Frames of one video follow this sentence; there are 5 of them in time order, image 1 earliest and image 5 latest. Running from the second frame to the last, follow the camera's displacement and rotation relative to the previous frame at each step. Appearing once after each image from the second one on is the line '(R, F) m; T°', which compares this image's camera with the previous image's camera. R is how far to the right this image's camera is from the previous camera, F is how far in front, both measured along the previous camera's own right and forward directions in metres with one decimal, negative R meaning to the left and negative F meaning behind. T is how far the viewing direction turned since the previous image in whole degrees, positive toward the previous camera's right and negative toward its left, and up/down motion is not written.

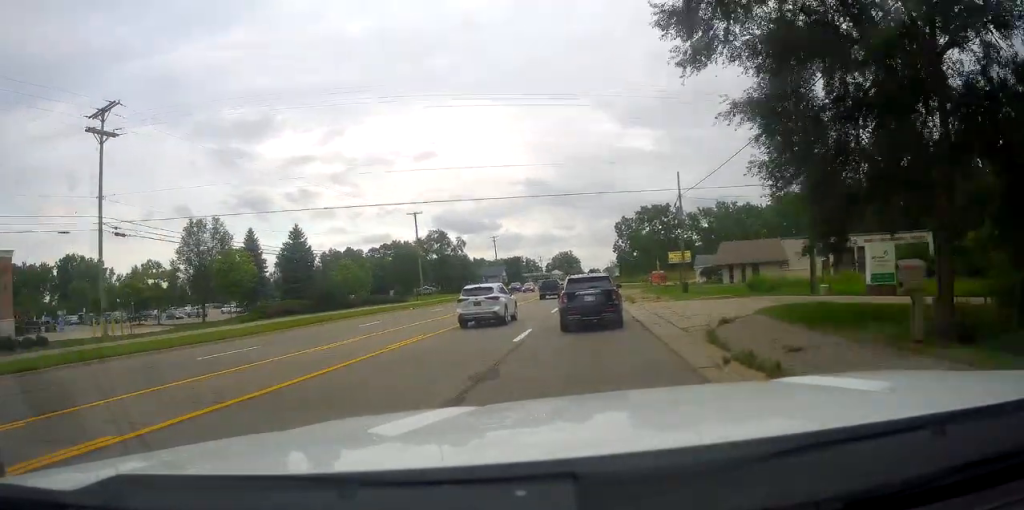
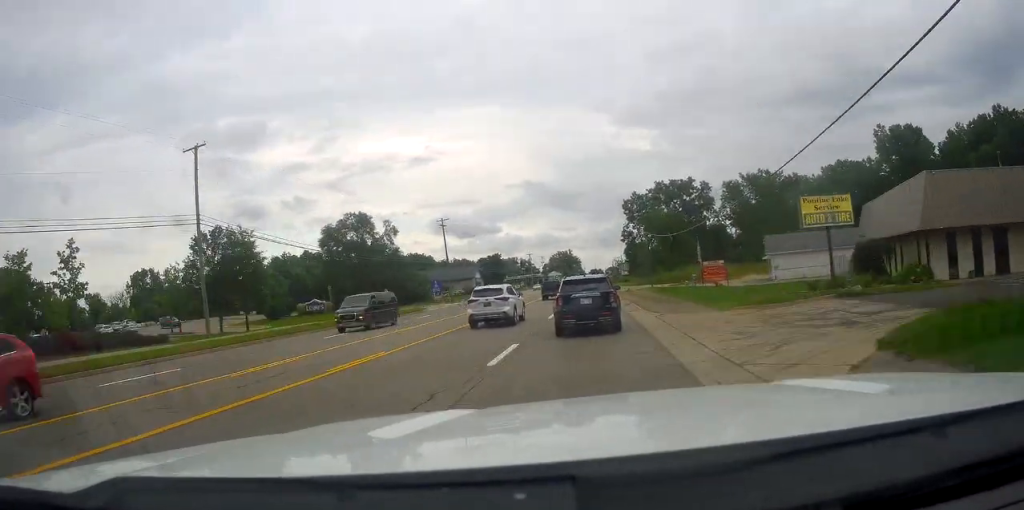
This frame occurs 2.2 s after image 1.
(-1.4, +50.7) m; -1°
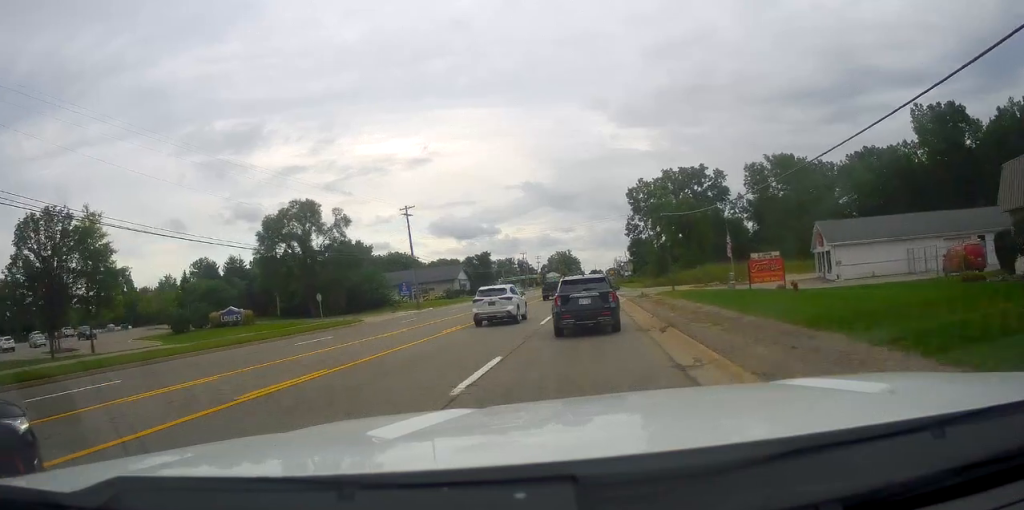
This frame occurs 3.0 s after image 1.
(+0.1, +18.8) m; 0°
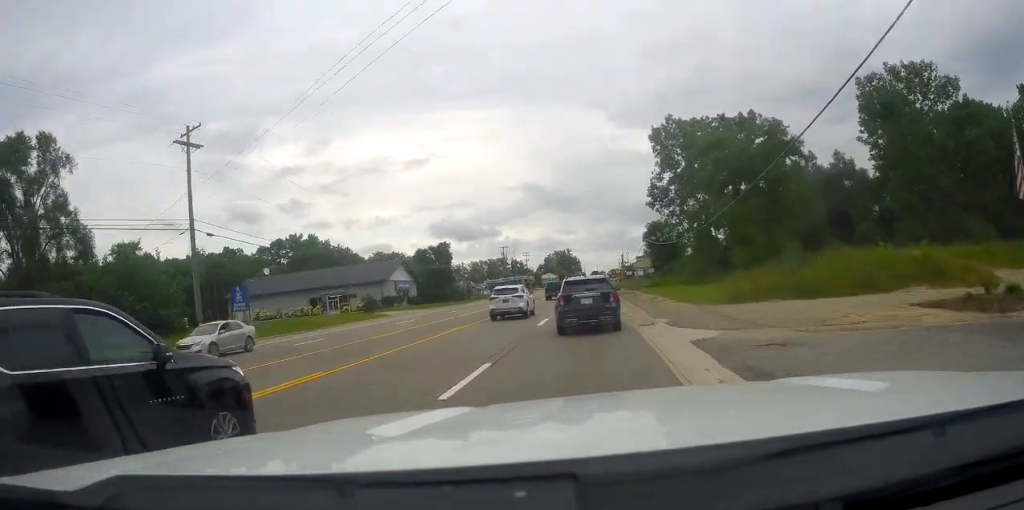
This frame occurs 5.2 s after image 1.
(+0.2, +46.1) m; +1°
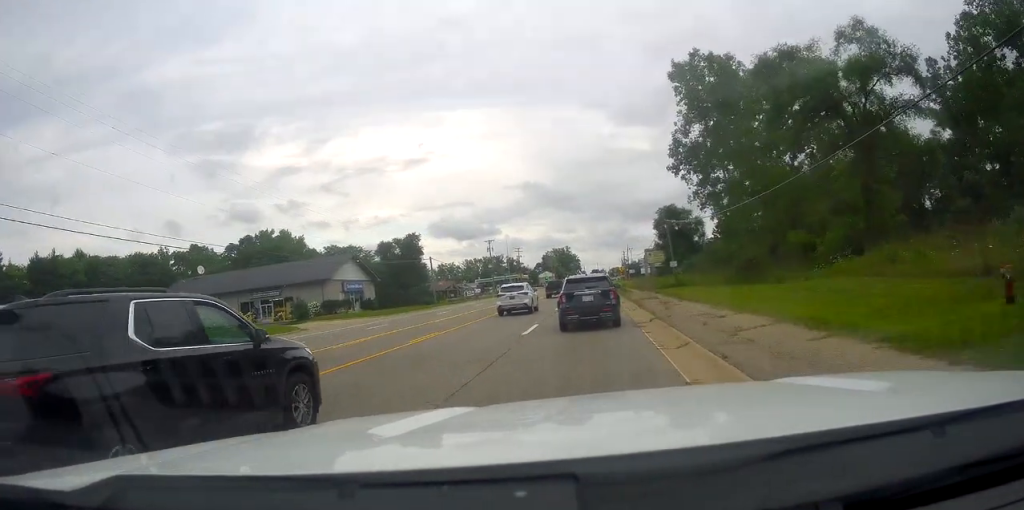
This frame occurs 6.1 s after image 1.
(0.0, +20.3) m; -1°
